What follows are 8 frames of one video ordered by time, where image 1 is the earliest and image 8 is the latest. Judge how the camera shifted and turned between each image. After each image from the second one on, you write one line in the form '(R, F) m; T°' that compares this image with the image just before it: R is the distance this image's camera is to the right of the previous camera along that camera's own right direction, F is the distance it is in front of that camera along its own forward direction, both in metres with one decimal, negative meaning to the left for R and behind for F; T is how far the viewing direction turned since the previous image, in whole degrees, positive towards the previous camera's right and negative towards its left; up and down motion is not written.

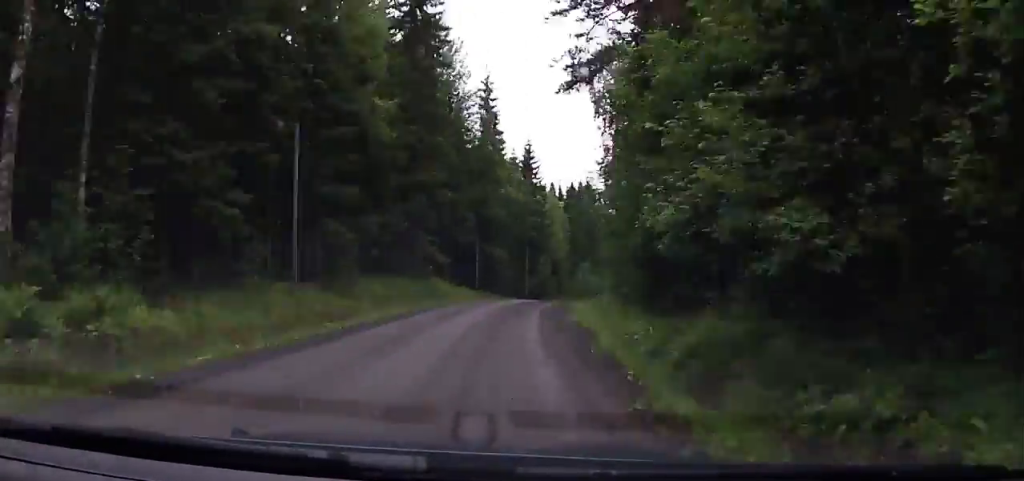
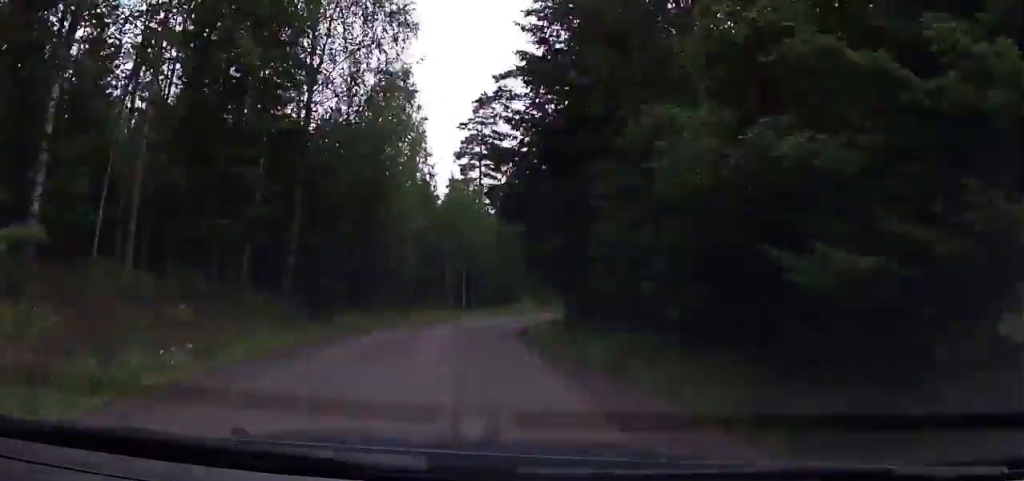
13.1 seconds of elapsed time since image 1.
(-4.6, +203.2) m; -9°
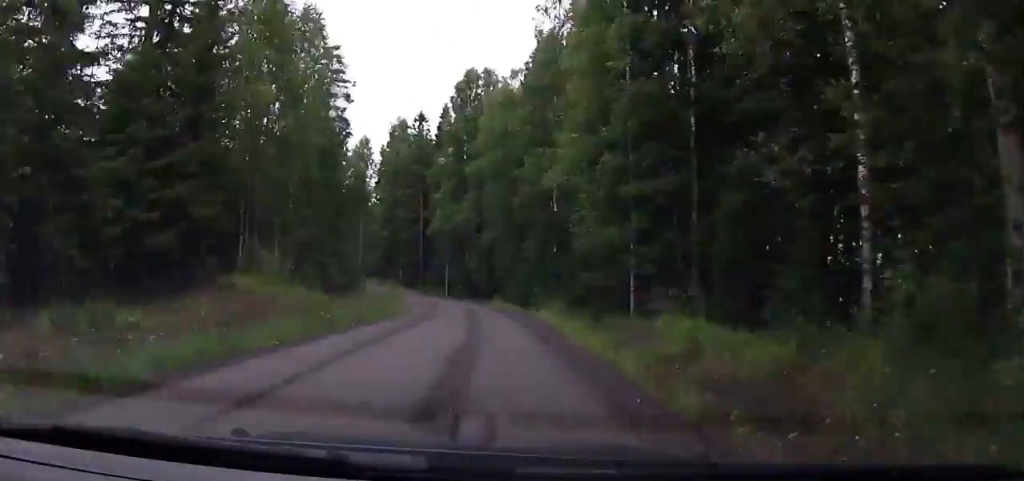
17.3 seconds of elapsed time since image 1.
(-2.6, +63.7) m; -1°
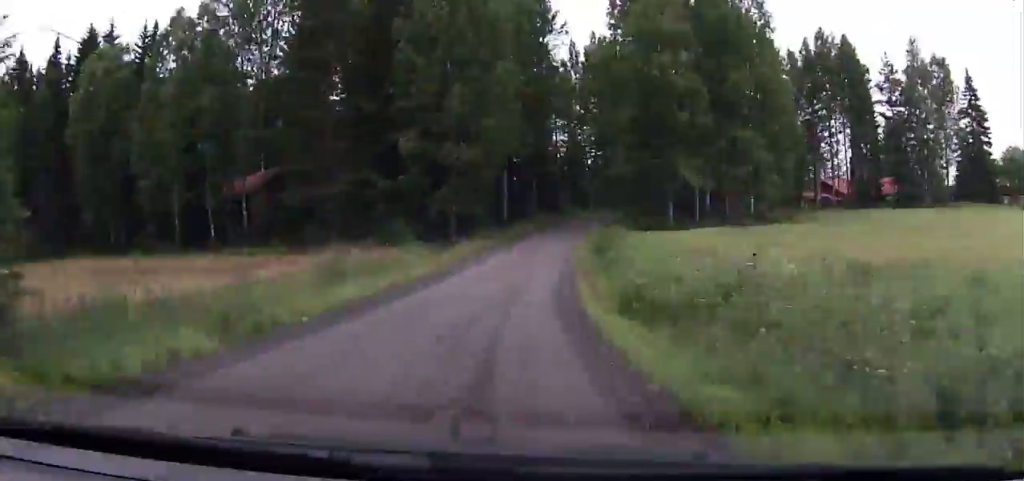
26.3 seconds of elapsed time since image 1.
(-0.4, +135.0) m; +10°
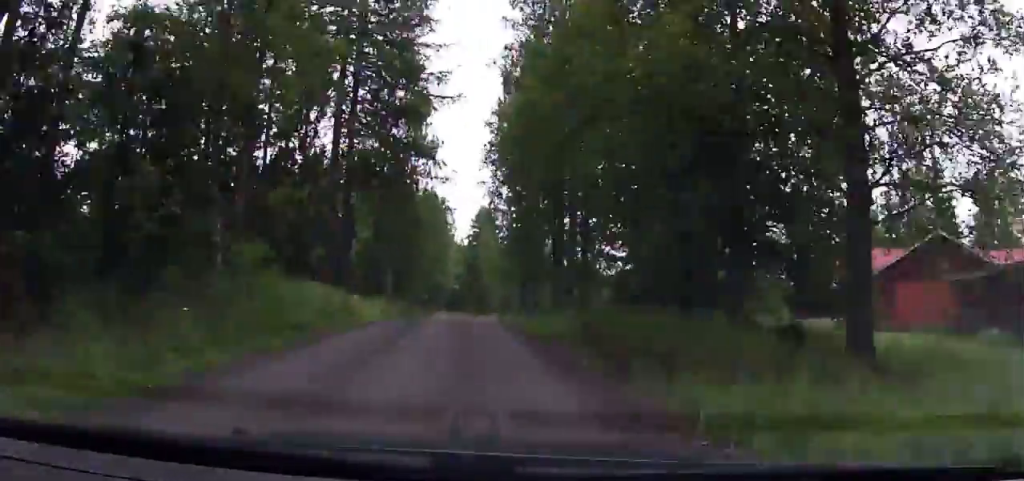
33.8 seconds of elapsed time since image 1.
(+18.5, +110.8) m; +11°
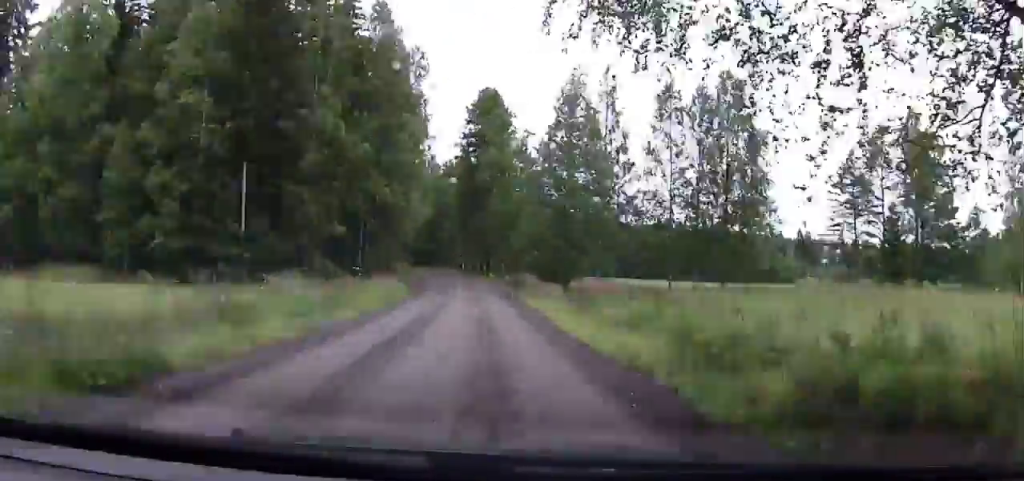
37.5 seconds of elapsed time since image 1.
(+1.8, +56.7) m; -1°
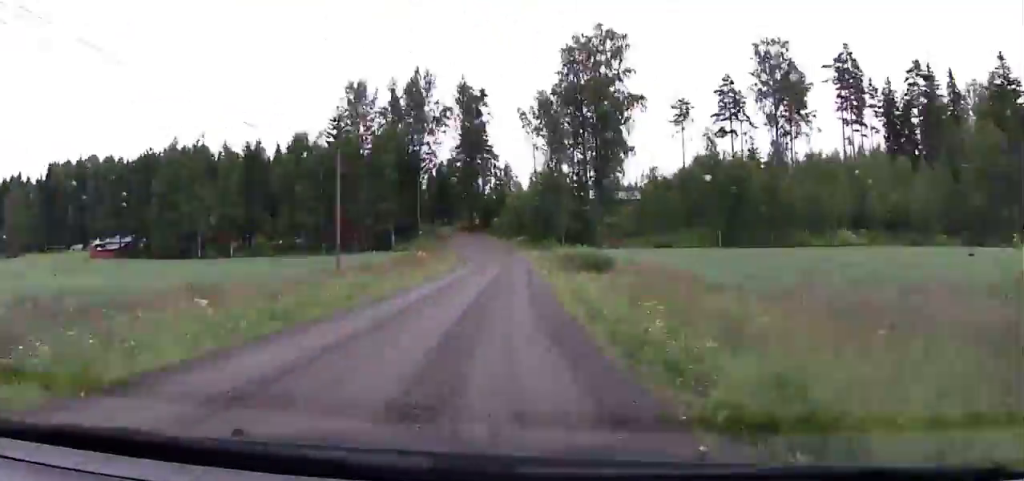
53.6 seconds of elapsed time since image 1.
(-4.7, +242.0) m; +2°
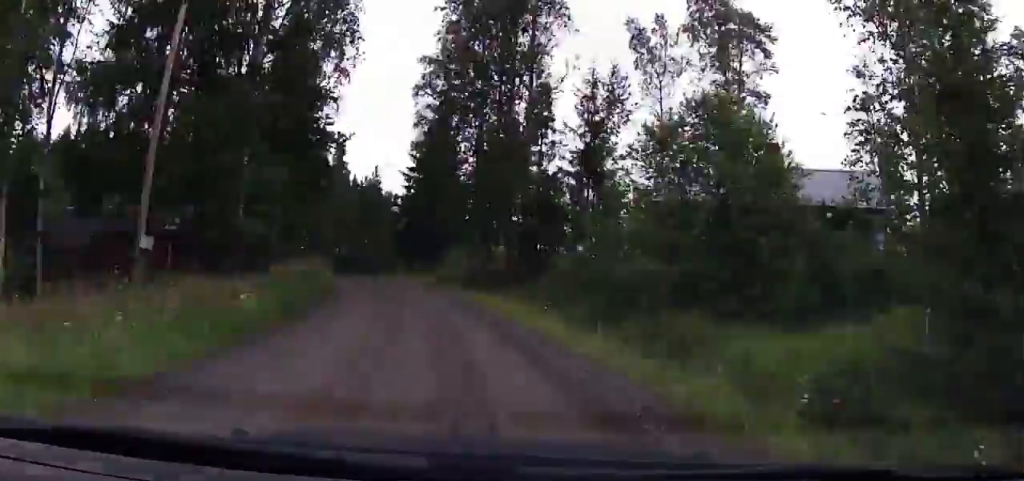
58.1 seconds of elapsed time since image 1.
(+2.4, +66.1) m; +4°
